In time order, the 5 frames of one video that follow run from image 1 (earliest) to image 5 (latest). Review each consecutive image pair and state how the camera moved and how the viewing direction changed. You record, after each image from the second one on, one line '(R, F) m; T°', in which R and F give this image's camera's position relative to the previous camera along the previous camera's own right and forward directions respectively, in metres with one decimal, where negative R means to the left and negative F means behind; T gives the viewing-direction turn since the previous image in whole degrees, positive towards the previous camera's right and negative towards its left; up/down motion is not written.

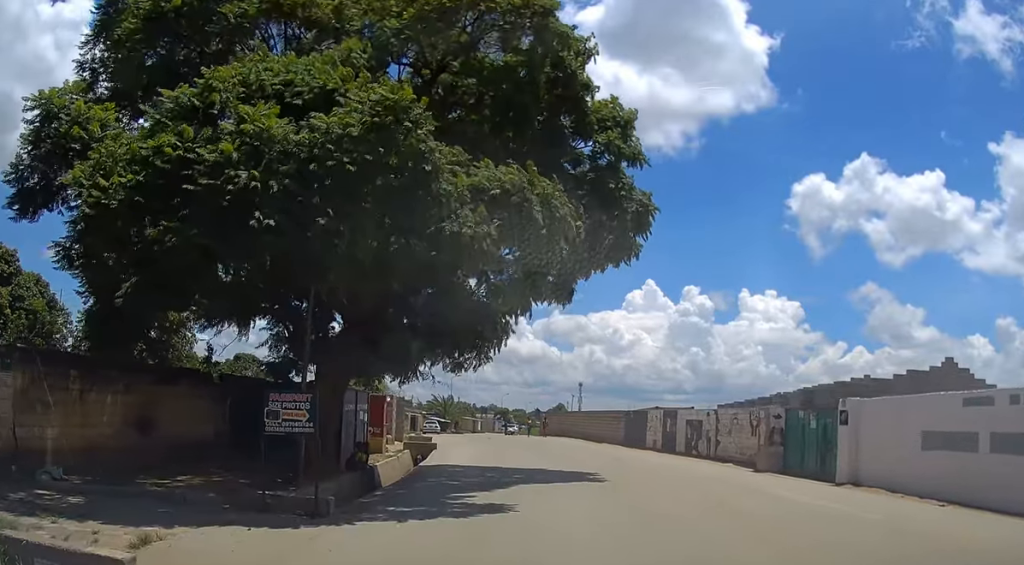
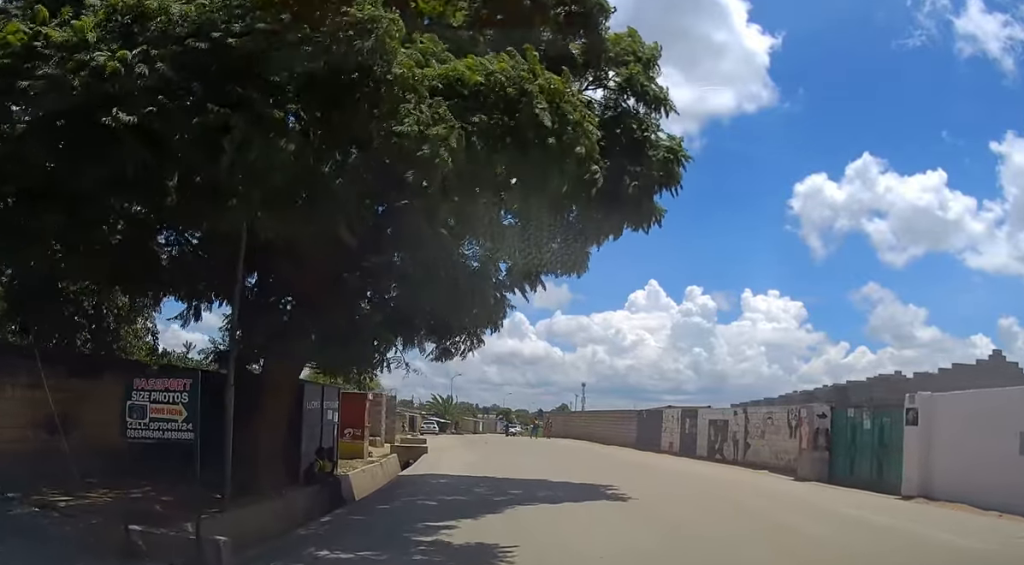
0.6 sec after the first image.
(-0.1, +3.4) m; -1°
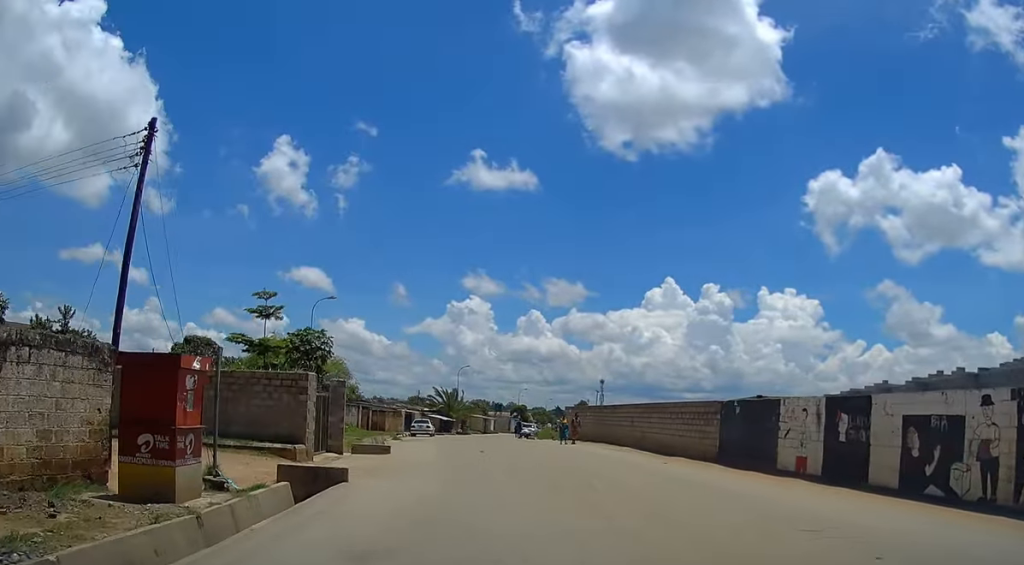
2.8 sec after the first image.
(-0.2, +13.8) m; -1°
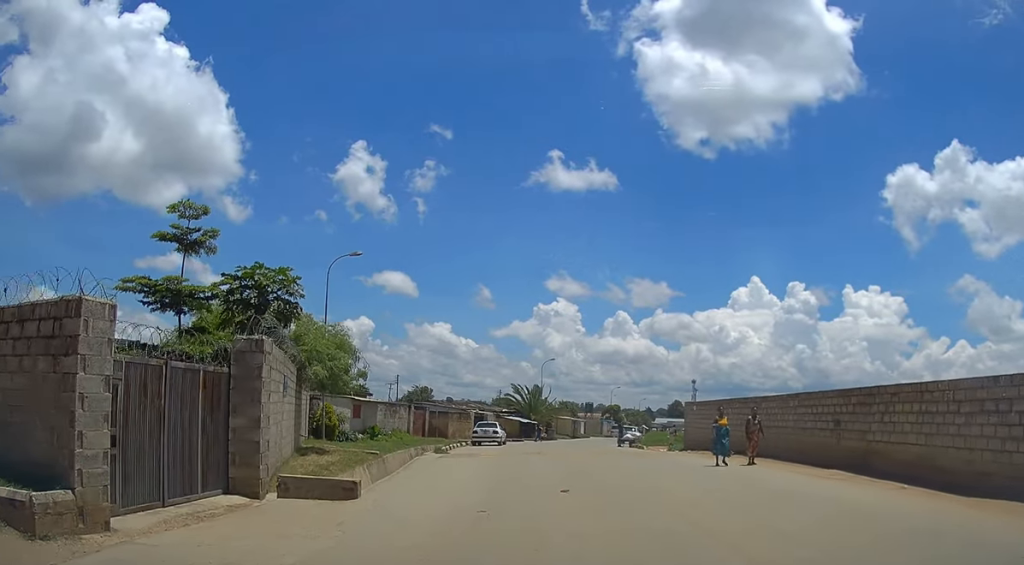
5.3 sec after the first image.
(-0.8, +14.7) m; -8°
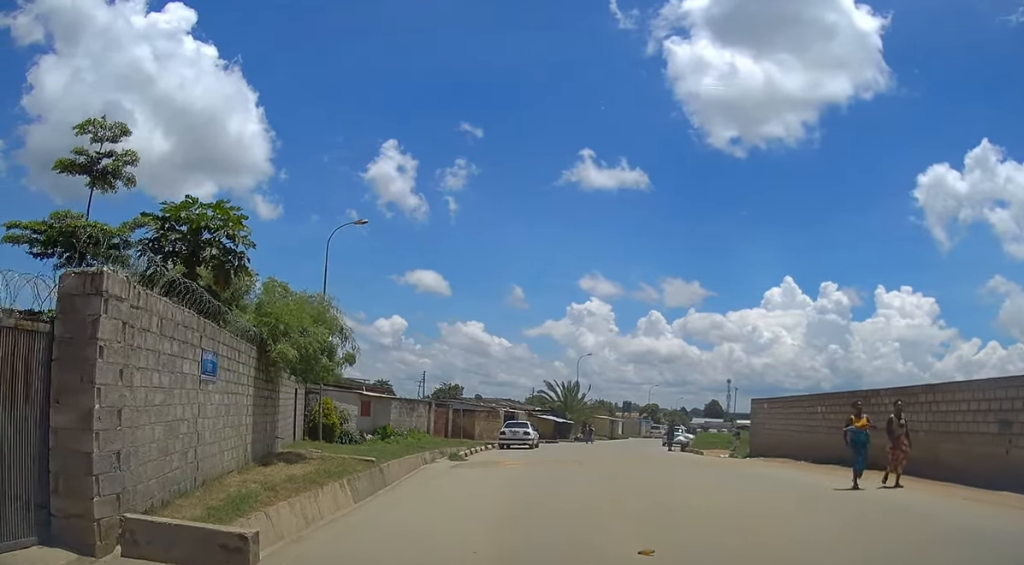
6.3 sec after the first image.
(-0.2, +5.9) m; -2°
